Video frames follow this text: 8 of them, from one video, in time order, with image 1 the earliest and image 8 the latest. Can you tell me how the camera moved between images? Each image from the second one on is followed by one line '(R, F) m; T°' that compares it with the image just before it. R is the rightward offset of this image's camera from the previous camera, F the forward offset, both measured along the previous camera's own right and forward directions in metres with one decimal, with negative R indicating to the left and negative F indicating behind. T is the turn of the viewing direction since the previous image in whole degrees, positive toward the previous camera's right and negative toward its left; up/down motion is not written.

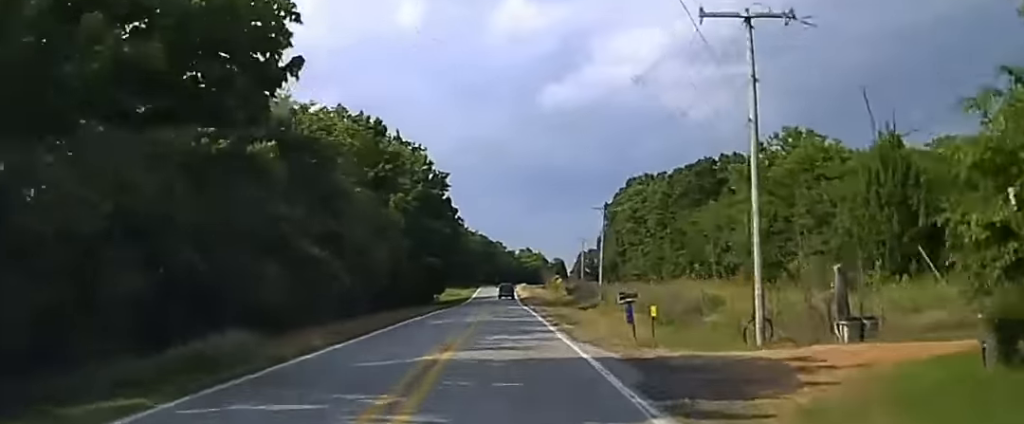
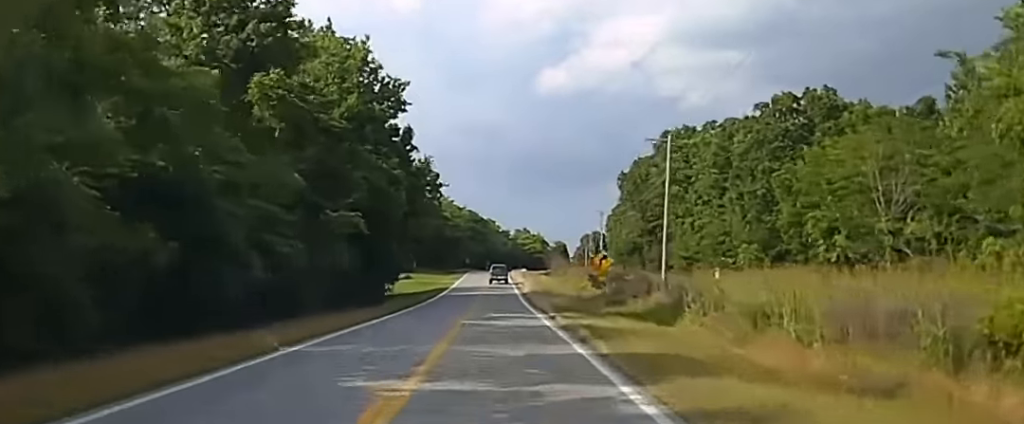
(+0.7, +46.2) m; +1°
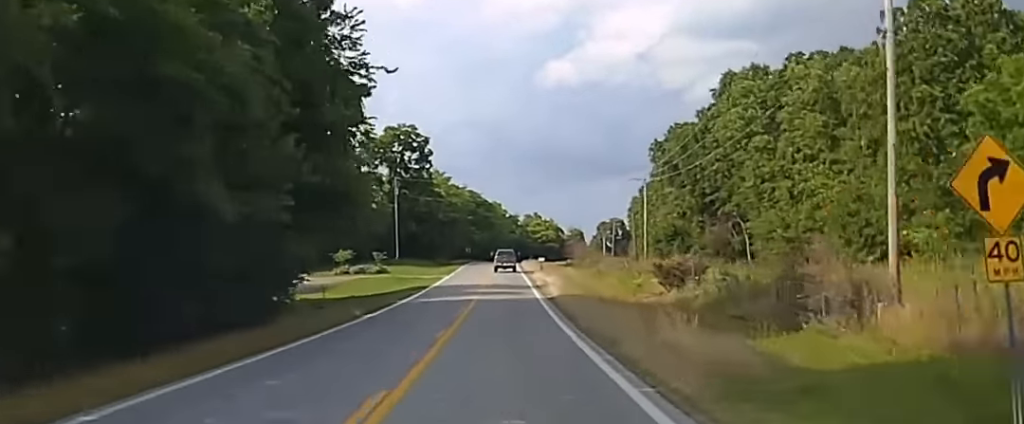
(+0.3, +42.6) m; 0°
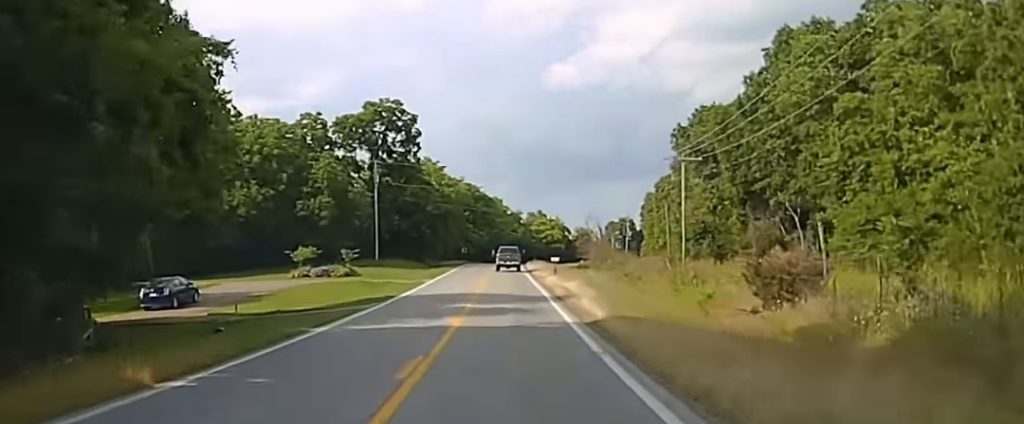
(-0.2, +23.8) m; 0°
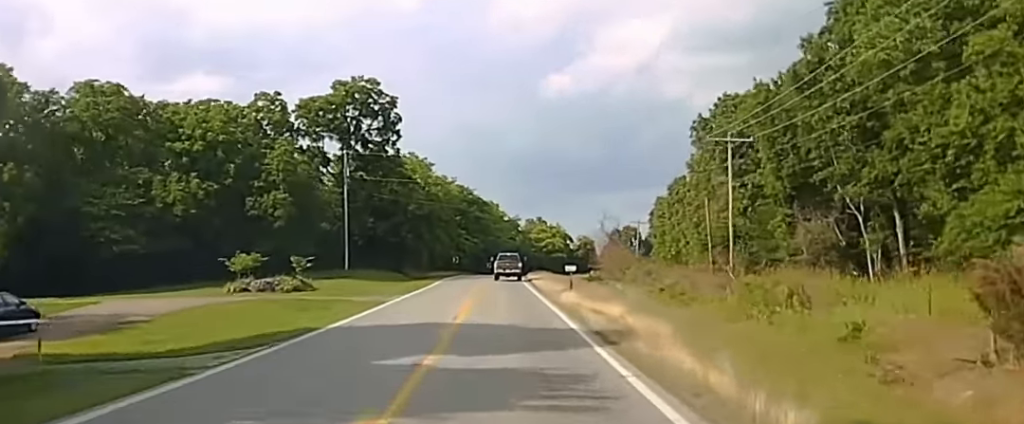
(0.0, +17.3) m; 0°
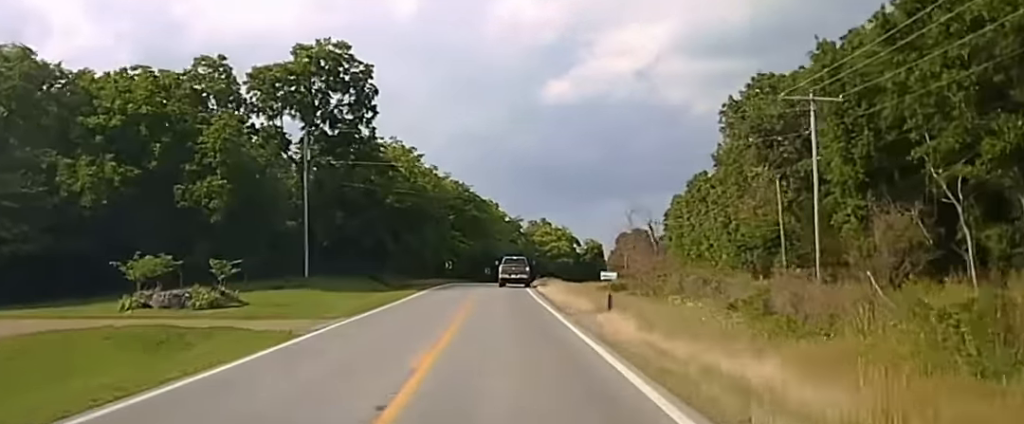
(0.0, +15.9) m; 0°
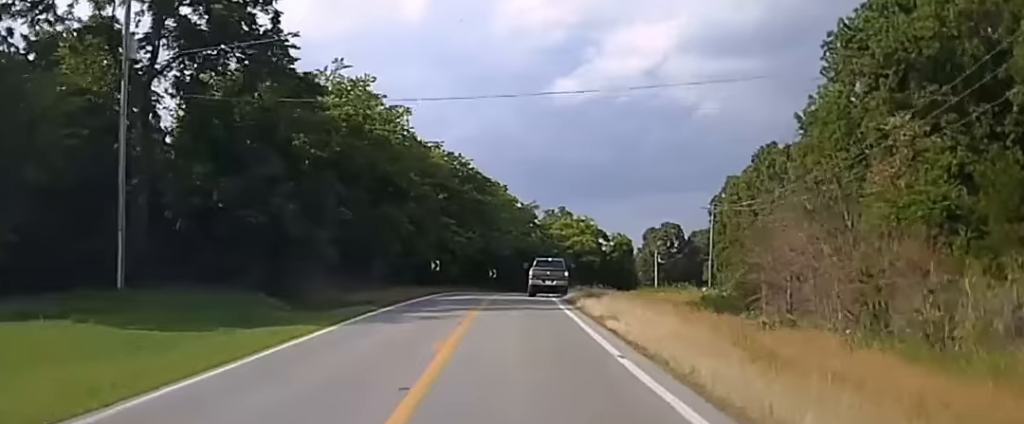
(+0.1, +32.0) m; 0°
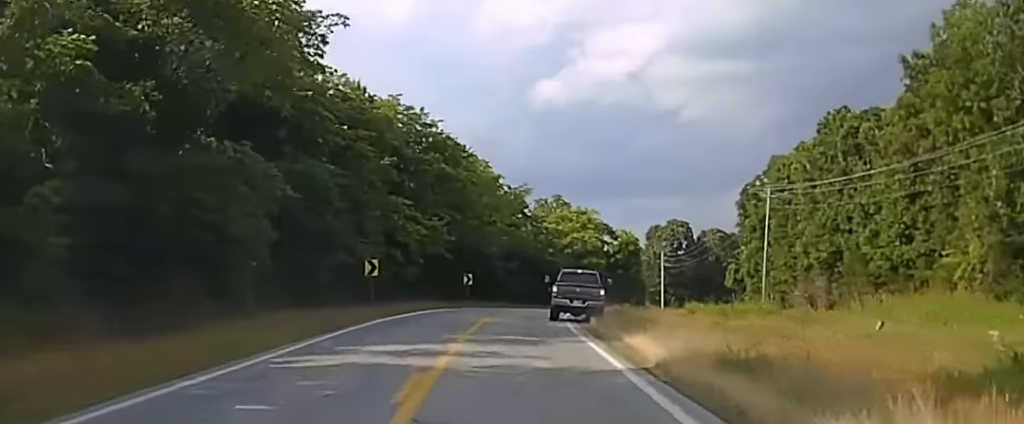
(-0.2, +29.9) m; 0°
